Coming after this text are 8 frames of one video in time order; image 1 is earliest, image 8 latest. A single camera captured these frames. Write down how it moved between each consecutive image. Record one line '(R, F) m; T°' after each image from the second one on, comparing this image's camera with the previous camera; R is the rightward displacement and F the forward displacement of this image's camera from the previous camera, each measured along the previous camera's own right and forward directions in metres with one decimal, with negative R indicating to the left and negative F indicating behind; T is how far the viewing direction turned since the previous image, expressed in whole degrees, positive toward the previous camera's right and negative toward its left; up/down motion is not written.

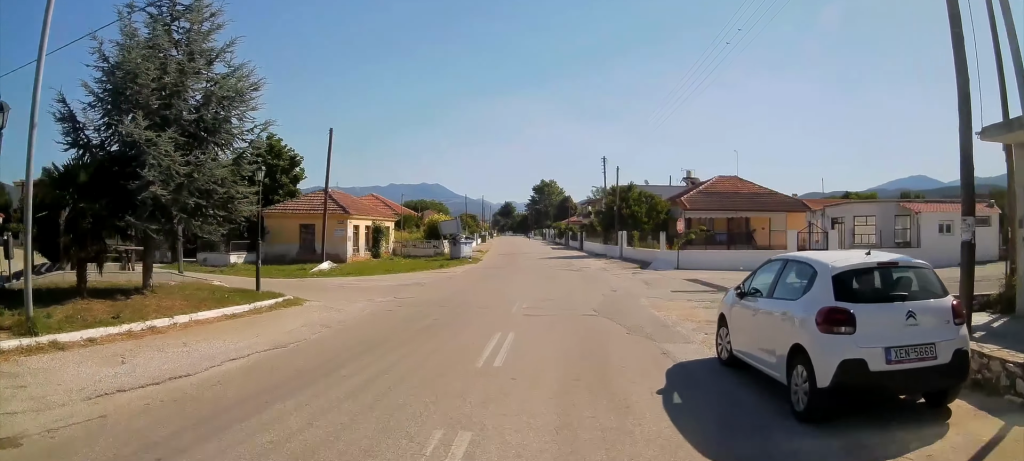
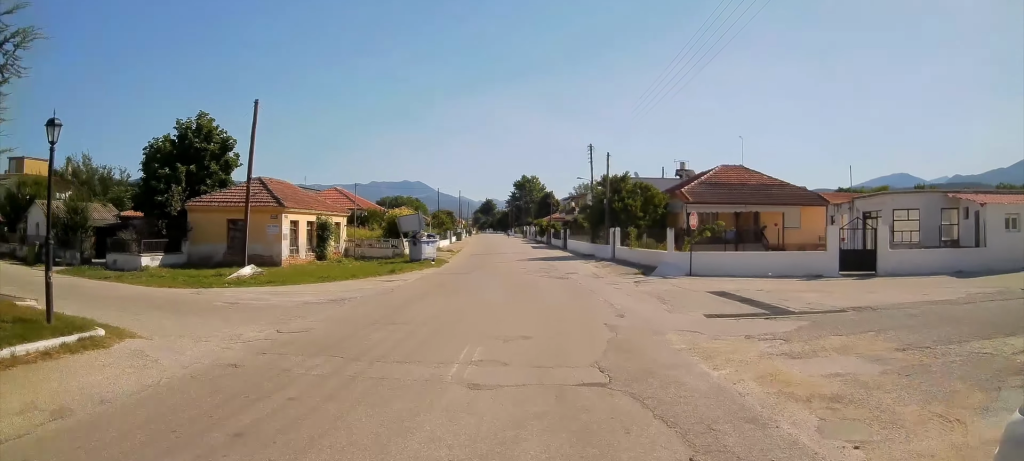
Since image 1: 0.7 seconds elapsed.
(-0.1, +6.2) m; +1°
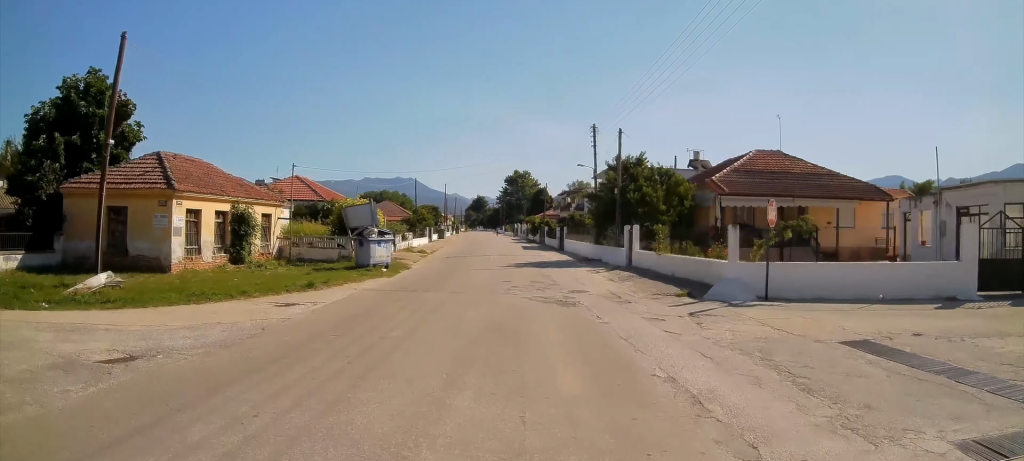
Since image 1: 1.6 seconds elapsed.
(+0.2, +8.3) m; +4°
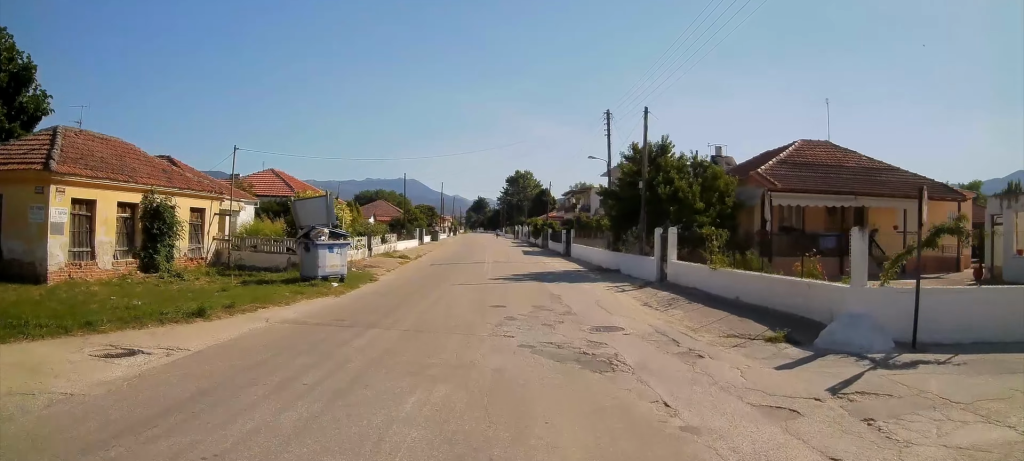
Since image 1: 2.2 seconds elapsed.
(+0.1, +5.8) m; +2°
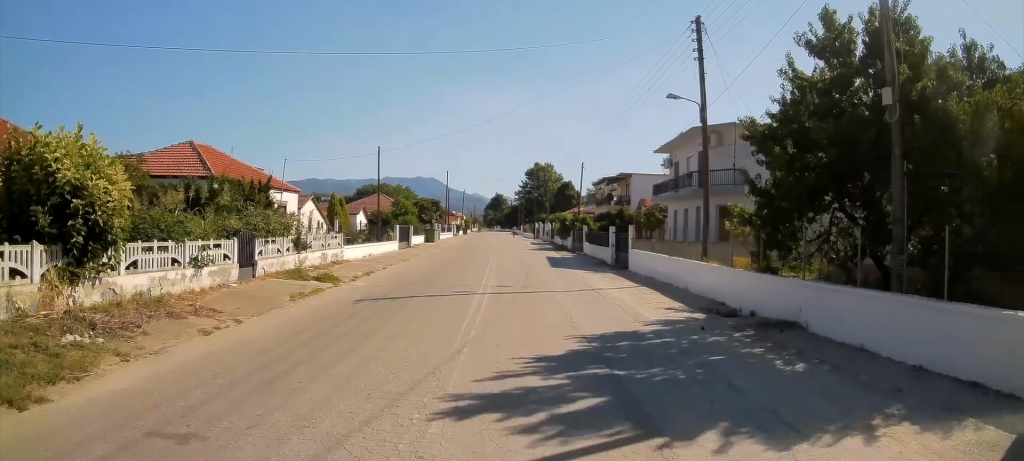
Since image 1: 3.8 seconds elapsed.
(+0.1, +14.6) m; -1°
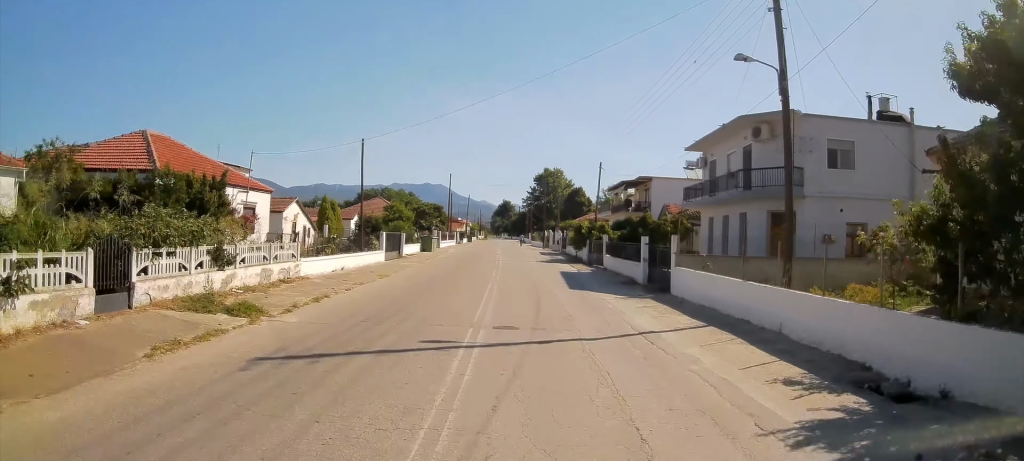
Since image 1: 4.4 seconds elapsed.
(0.0, +5.2) m; 0°
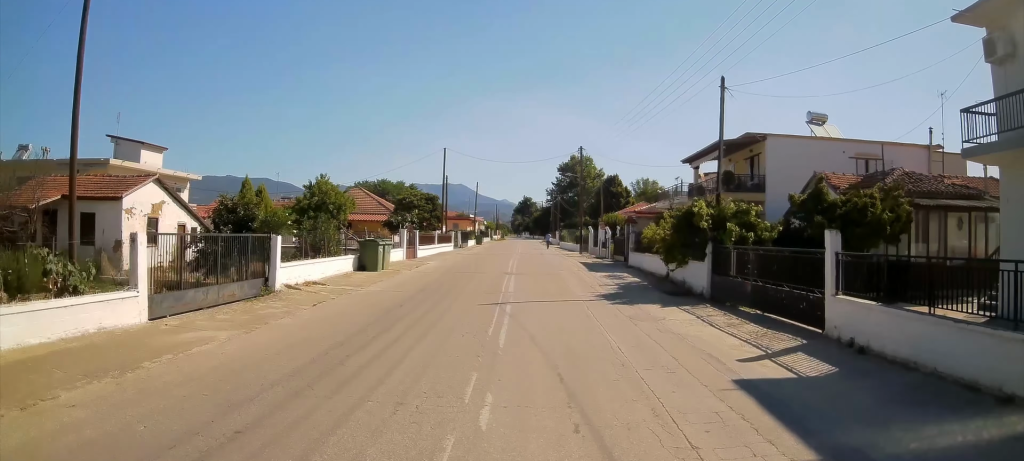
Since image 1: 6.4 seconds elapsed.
(+0.1, +19.5) m; 0°
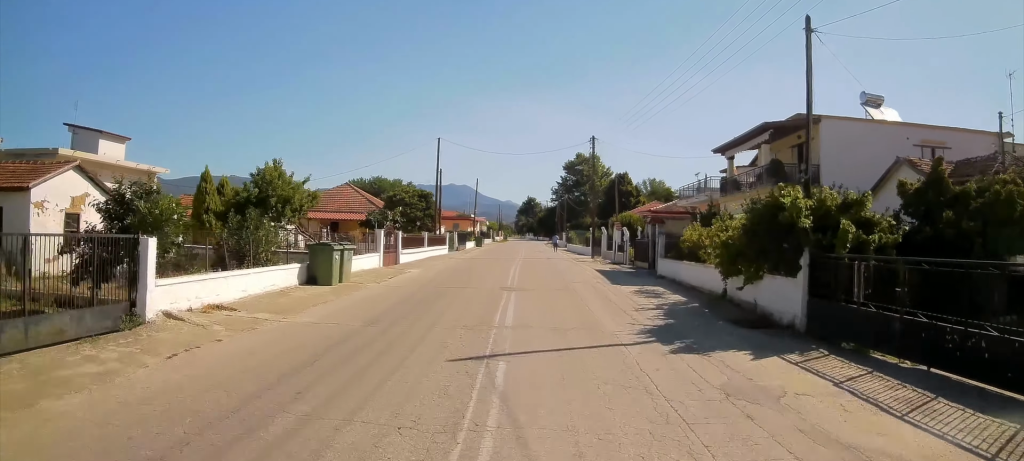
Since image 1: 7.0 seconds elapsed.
(+0.1, +5.2) m; -1°
